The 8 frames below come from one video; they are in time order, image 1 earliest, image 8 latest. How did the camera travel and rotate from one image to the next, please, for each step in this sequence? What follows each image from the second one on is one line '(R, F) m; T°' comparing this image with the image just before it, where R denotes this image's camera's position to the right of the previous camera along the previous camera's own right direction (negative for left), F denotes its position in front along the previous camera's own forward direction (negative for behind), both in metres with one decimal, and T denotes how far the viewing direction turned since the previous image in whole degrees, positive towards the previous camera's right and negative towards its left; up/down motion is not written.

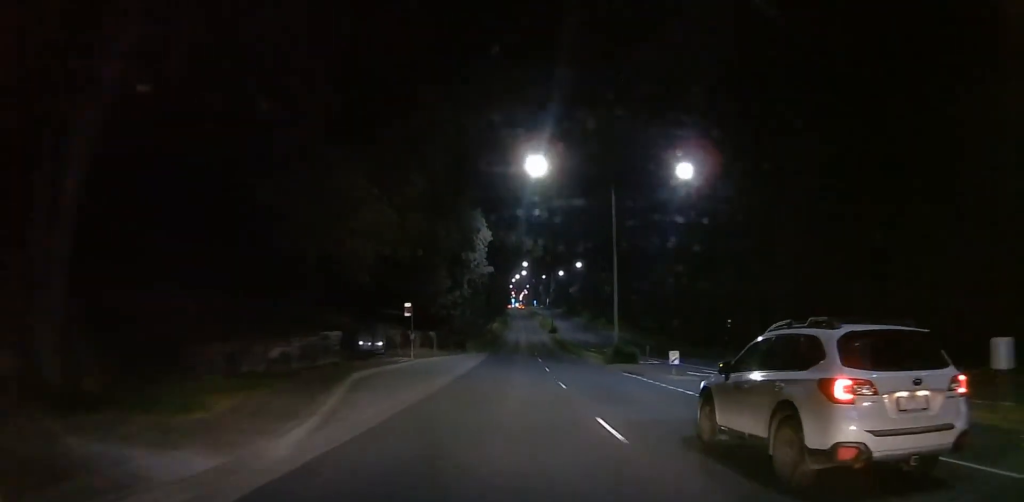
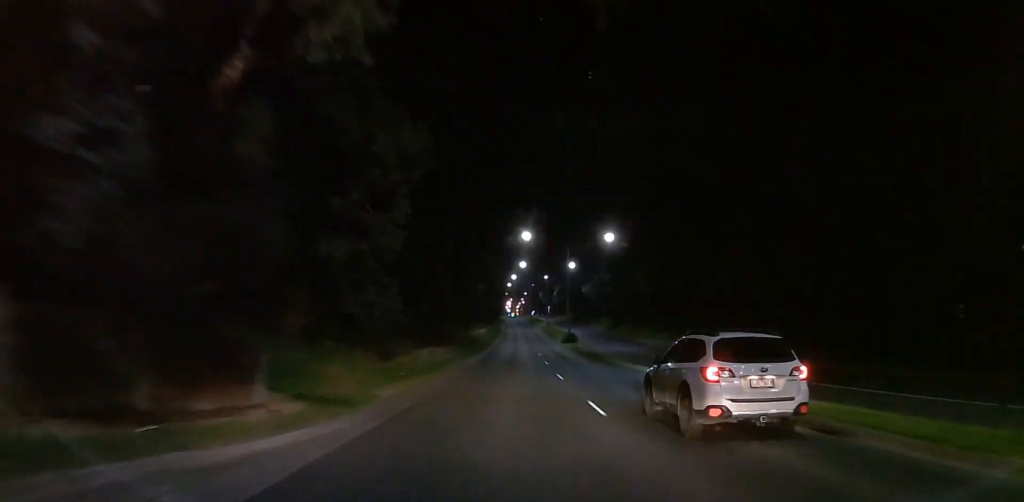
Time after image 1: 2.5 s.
(+0.2, +43.6) m; 0°
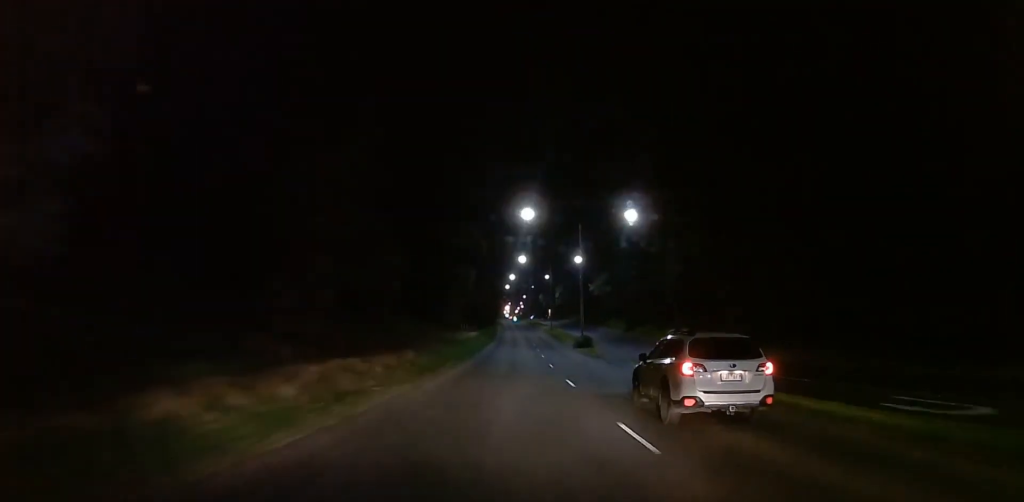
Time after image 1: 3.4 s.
(0.0, +16.7) m; 0°
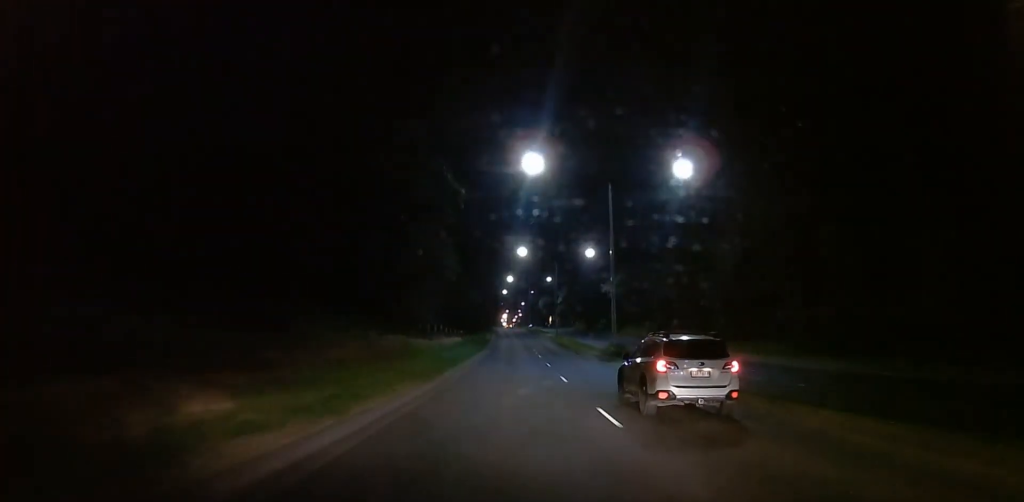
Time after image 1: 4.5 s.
(-0.1, +20.8) m; 0°
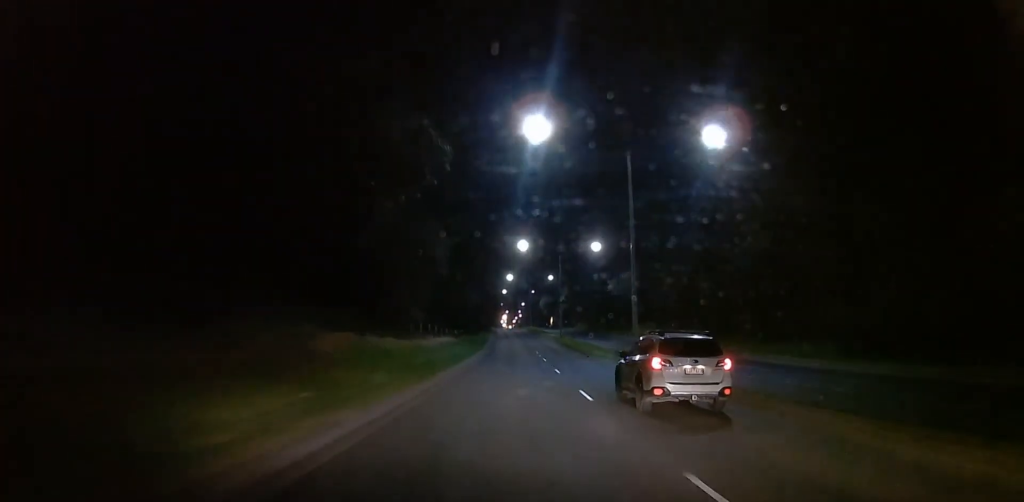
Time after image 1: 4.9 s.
(0.0, +7.4) m; 0°
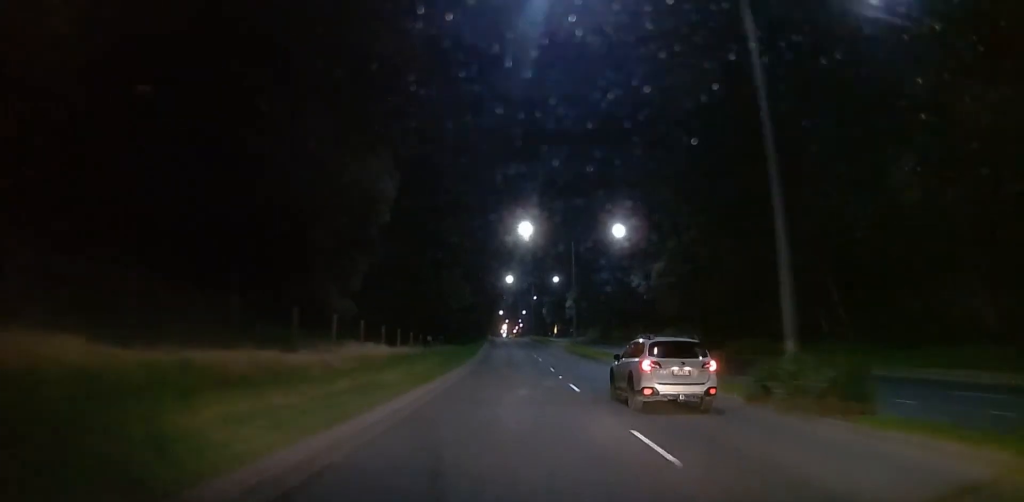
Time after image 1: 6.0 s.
(-0.1, +19.3) m; 0°
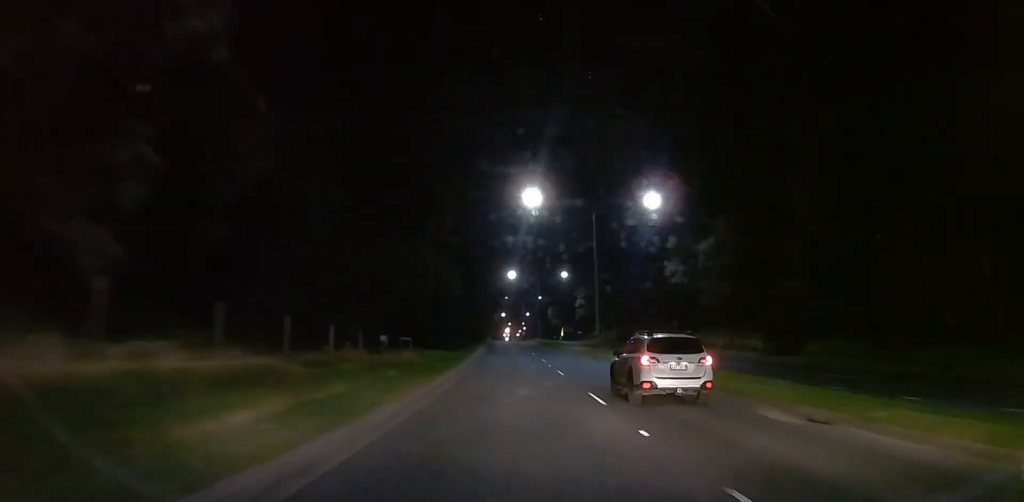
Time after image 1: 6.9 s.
(0.0, +16.8) m; 0°
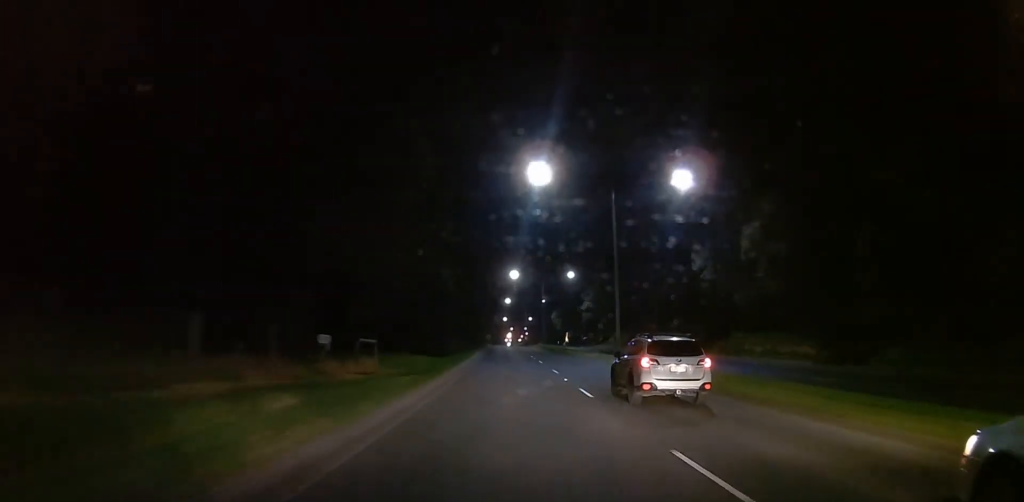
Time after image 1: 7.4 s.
(+0.1, +9.3) m; 0°
